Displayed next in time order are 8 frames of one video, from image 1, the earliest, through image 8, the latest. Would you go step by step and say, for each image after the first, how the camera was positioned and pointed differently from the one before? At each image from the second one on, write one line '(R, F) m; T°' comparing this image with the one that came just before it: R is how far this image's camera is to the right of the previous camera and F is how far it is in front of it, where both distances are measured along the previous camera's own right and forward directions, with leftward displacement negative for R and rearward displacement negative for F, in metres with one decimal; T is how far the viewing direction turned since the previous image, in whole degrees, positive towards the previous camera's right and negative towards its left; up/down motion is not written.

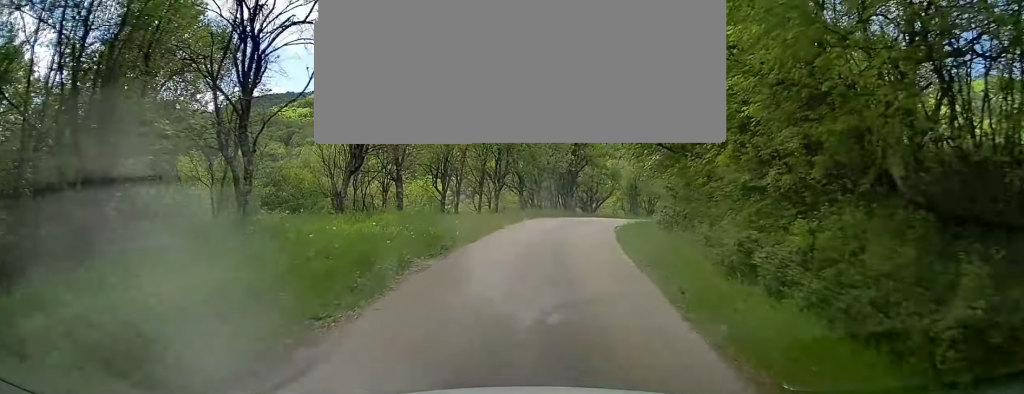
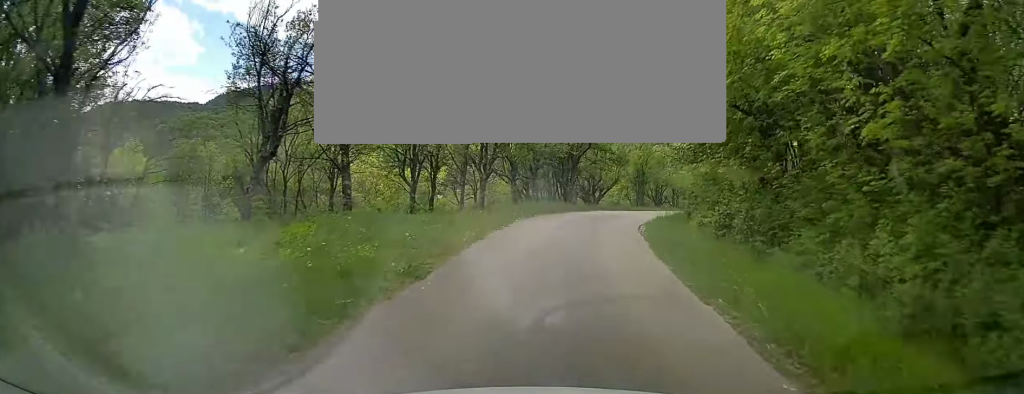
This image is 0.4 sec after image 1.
(0.0, +6.0) m; +1°
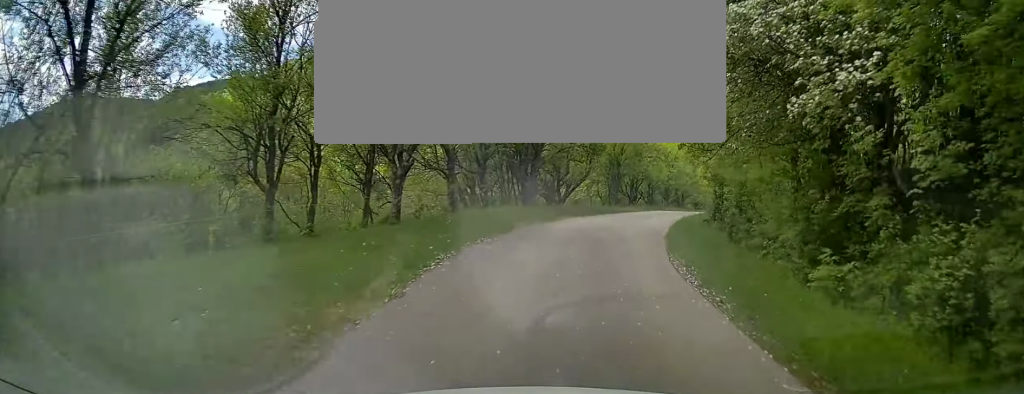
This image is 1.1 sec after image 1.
(+0.1, +8.7) m; +6°
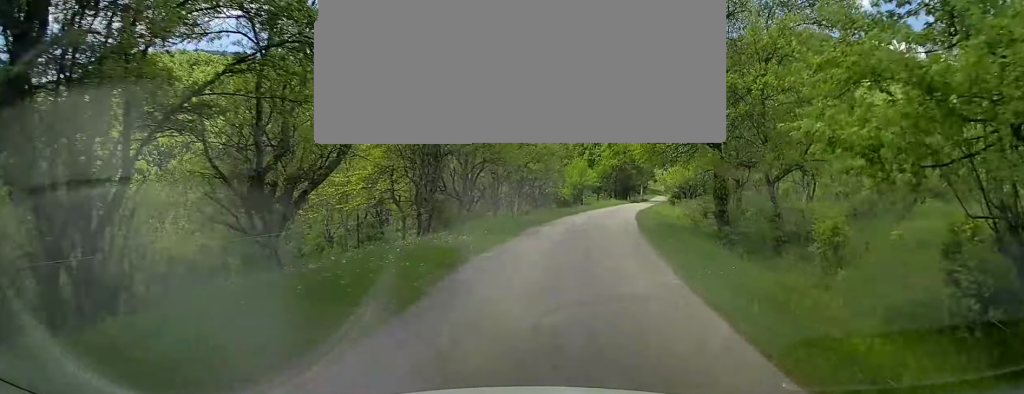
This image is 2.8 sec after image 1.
(+3.1, +21.4) m; +14°
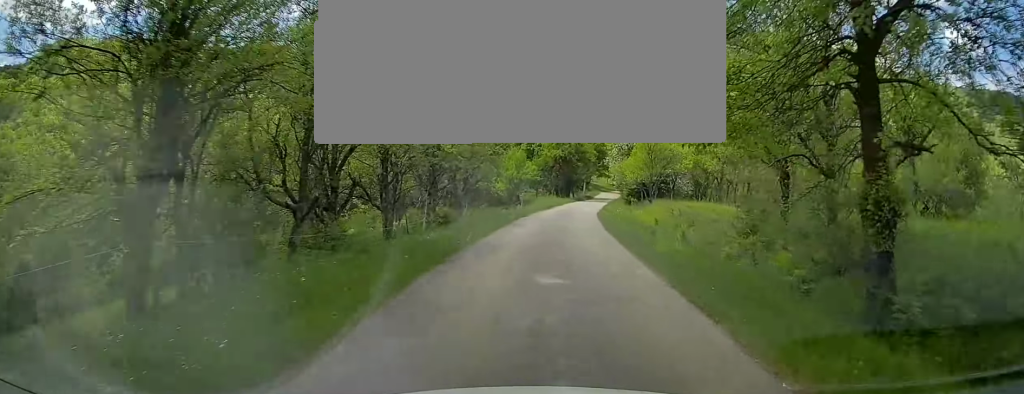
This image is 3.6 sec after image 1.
(+0.2, +10.0) m; +4°
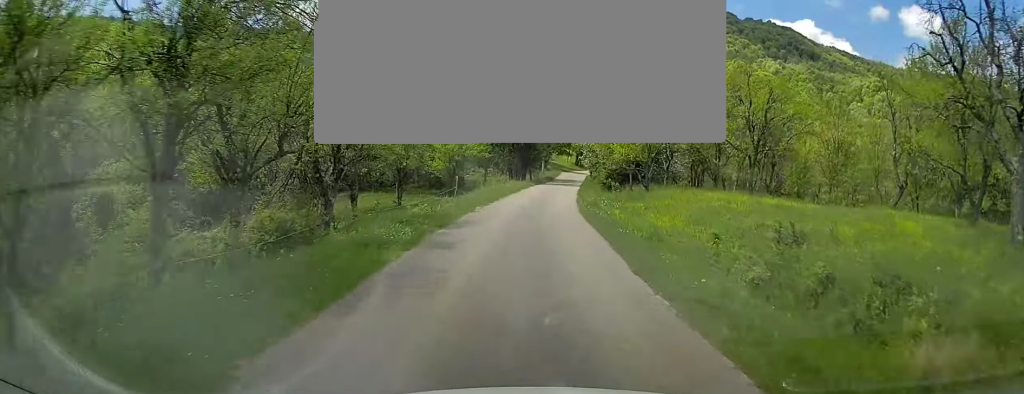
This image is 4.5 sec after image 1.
(+0.6, +13.6) m; +4°
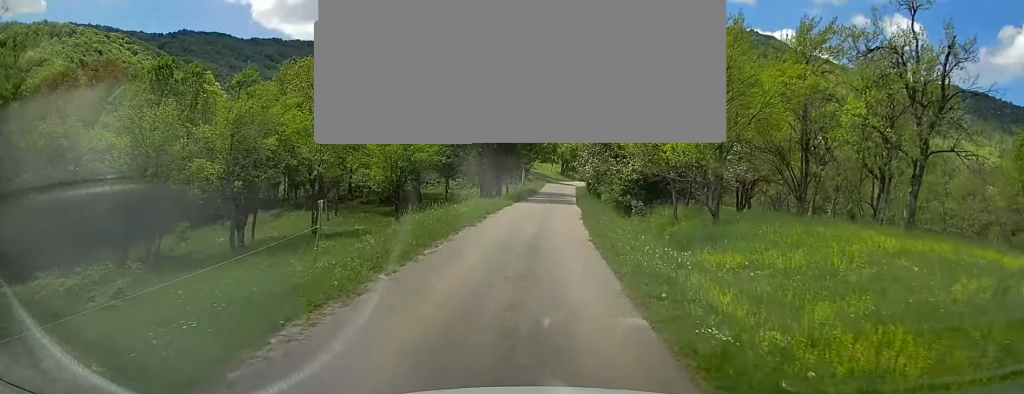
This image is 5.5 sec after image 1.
(+0.4, +14.6) m; +2°
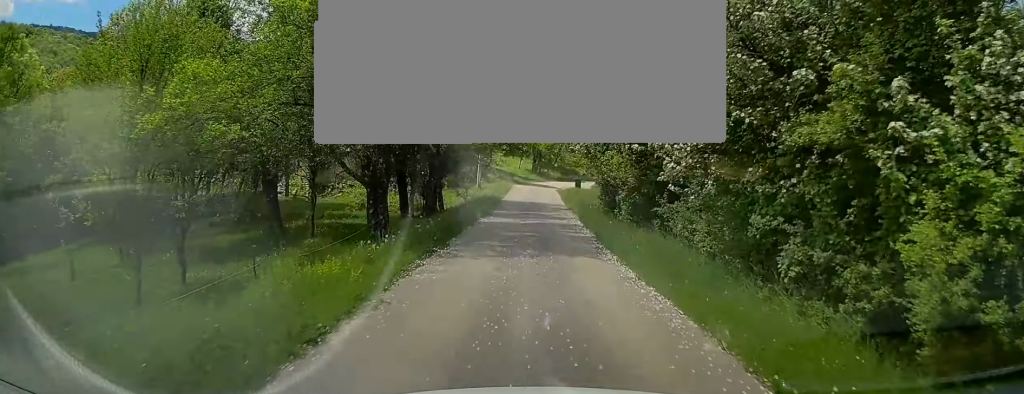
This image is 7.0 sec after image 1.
(+0.5, +22.0) m; +4°
